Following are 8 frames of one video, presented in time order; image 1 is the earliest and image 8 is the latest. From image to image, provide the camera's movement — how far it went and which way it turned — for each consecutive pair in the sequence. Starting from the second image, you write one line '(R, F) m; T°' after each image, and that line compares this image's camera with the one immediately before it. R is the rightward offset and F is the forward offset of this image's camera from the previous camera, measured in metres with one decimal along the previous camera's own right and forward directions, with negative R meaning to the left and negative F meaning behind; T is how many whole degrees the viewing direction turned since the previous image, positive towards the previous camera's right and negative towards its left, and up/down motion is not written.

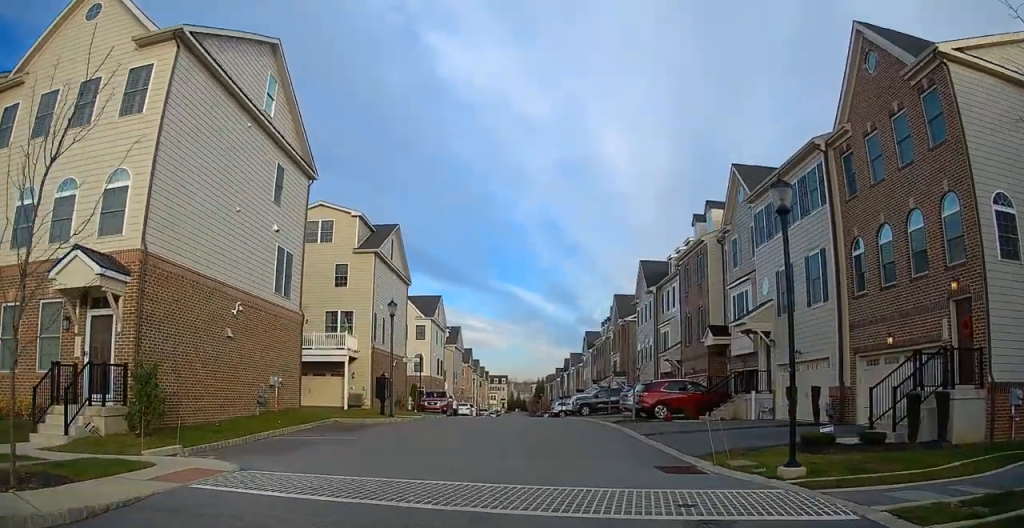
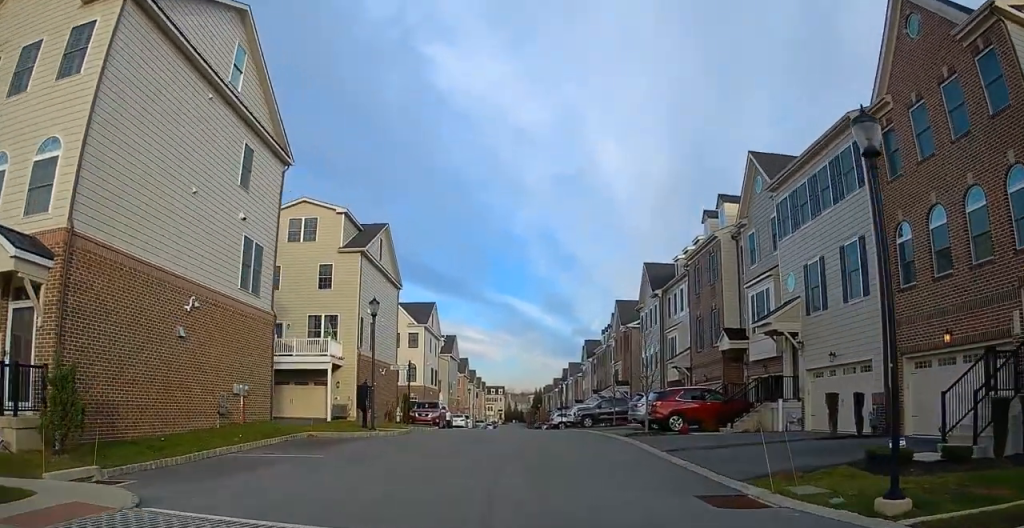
(0.0, +3.1) m; +1°
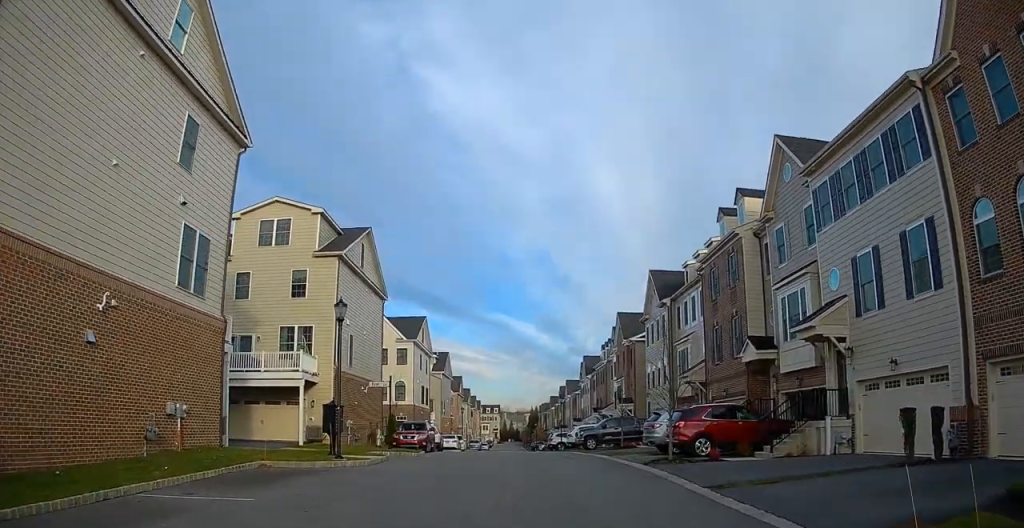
(+0.1, +4.5) m; 0°
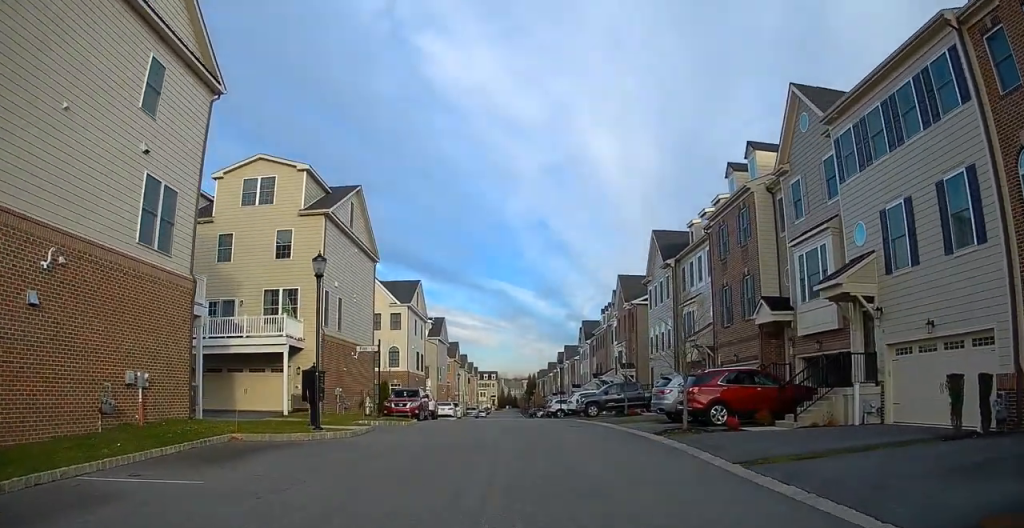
(0.0, +2.0) m; -1°
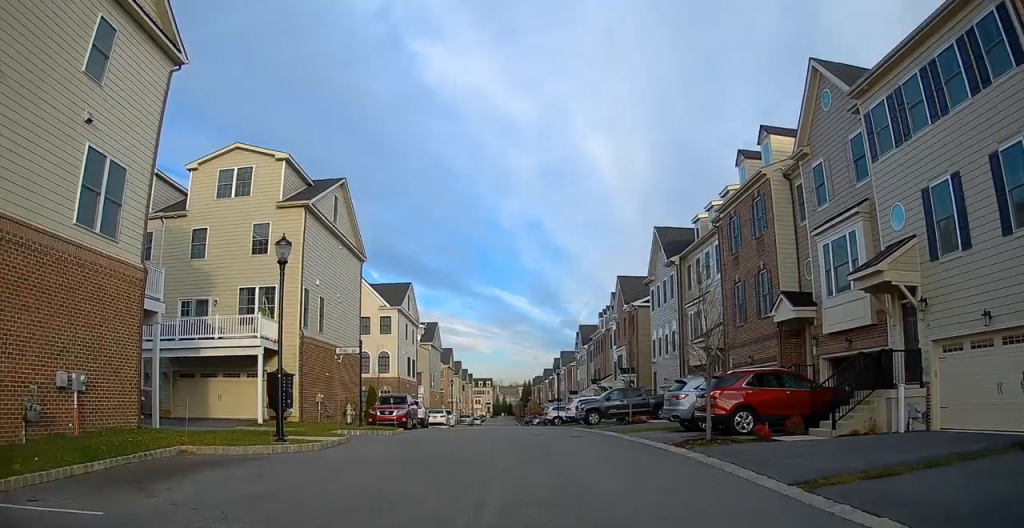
(-0.2, +2.4) m; 0°
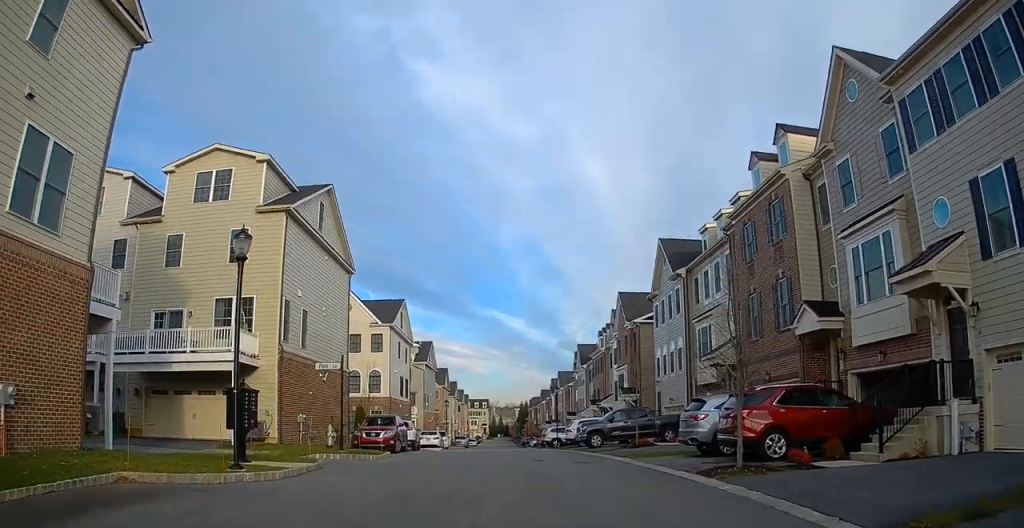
(+0.1, +2.2) m; +3°
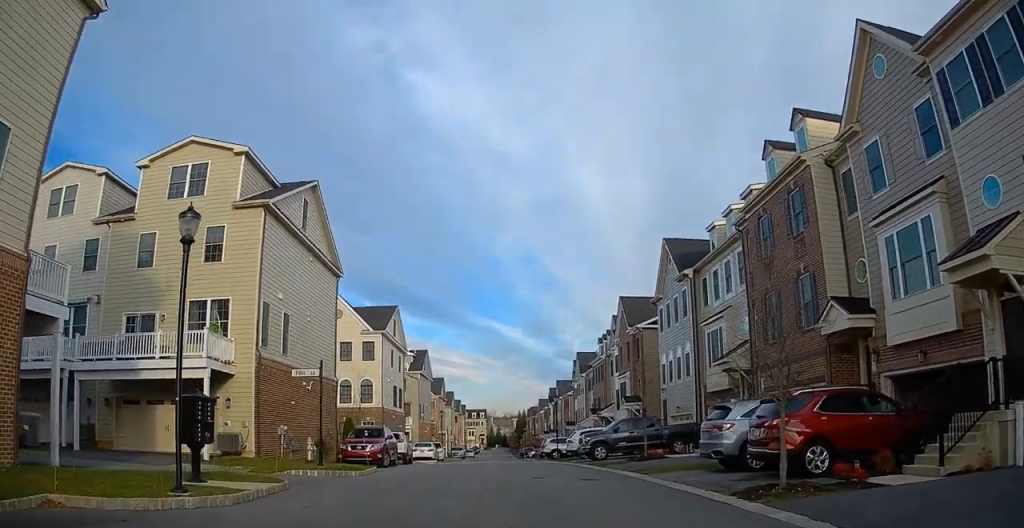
(+0.1, +2.0) m; +1°
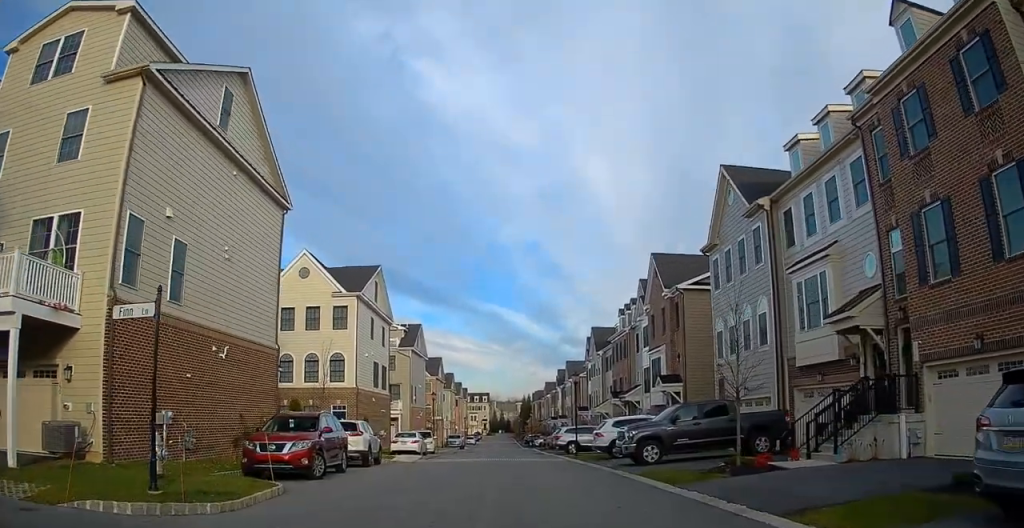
(-0.7, +9.5) m; -7°
